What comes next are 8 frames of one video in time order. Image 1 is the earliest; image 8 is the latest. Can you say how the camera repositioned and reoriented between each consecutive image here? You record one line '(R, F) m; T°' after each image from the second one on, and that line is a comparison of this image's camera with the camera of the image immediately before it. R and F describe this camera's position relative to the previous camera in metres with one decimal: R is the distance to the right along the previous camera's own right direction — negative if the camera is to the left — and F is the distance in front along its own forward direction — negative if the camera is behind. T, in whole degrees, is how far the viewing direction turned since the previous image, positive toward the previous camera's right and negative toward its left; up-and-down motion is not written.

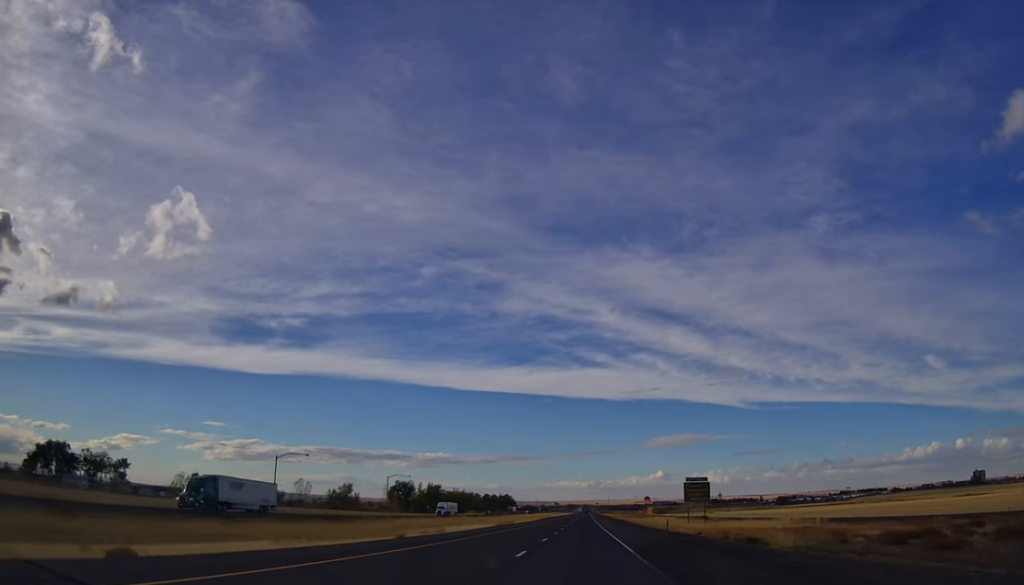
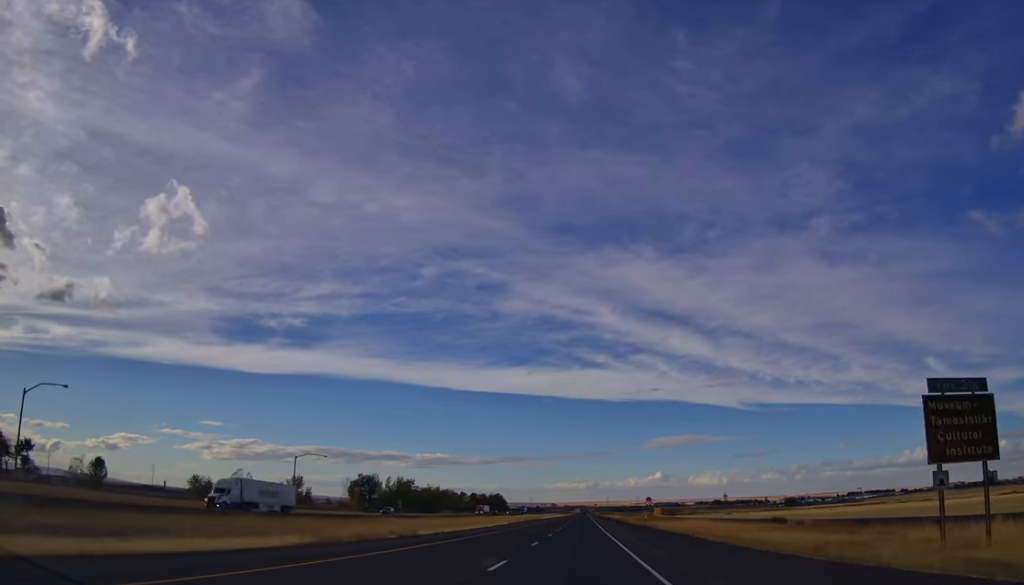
(0.0, +66.6) m; 0°
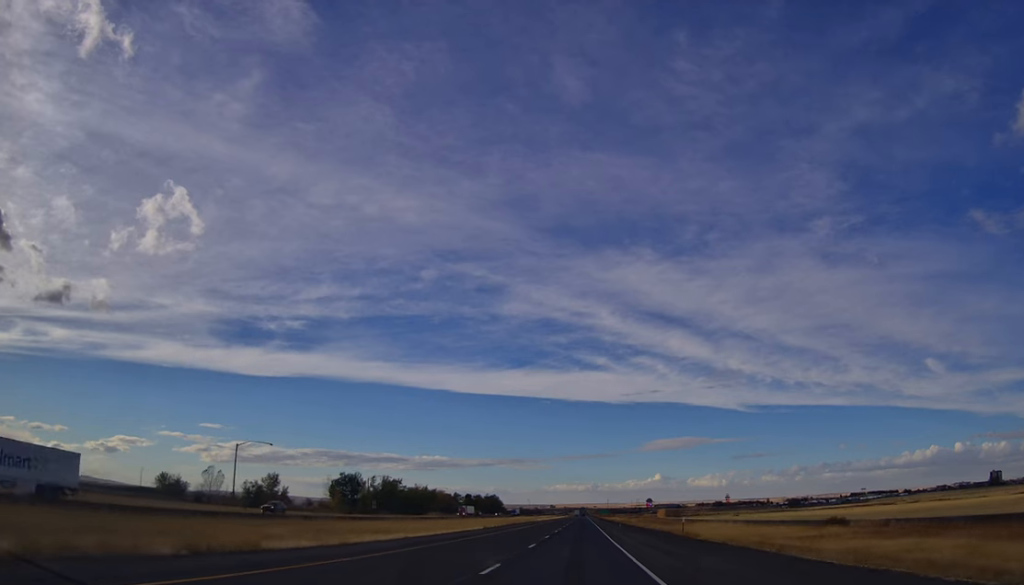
(-0.1, +25.0) m; +1°
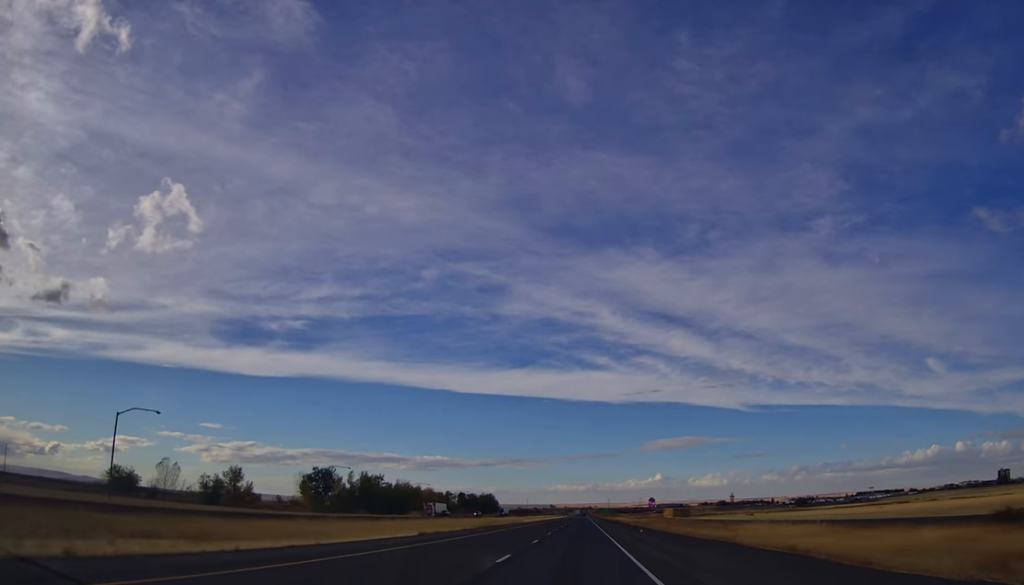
(+0.5, +33.8) m; +1°
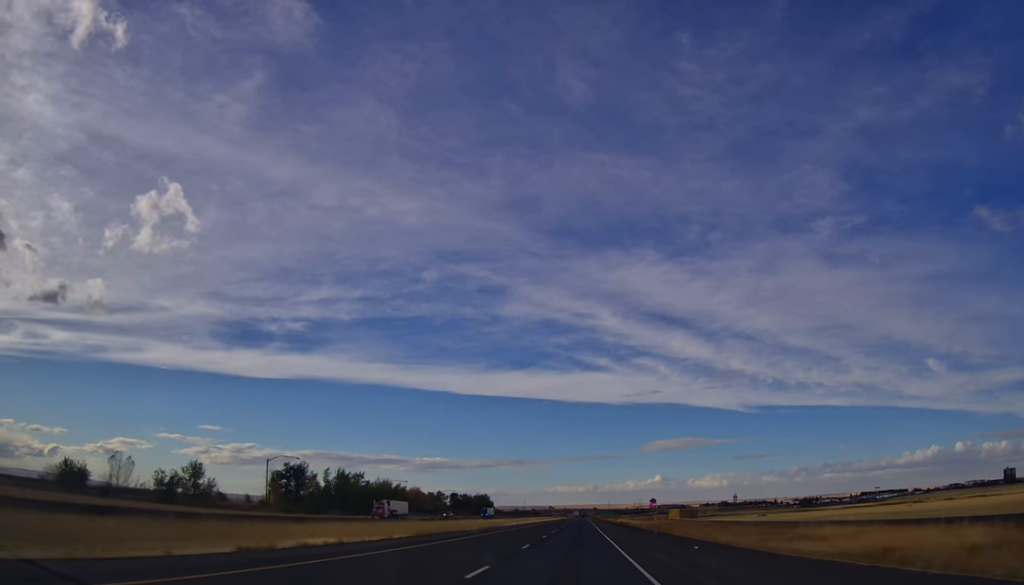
(-0.1, +28.4) m; -1°
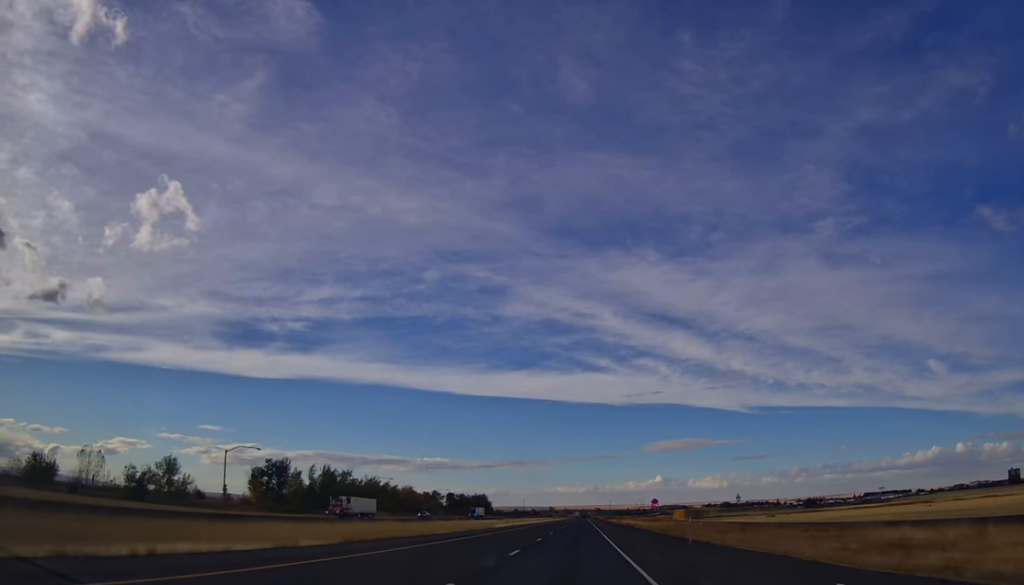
(-0.2, +16.4) m; -1°
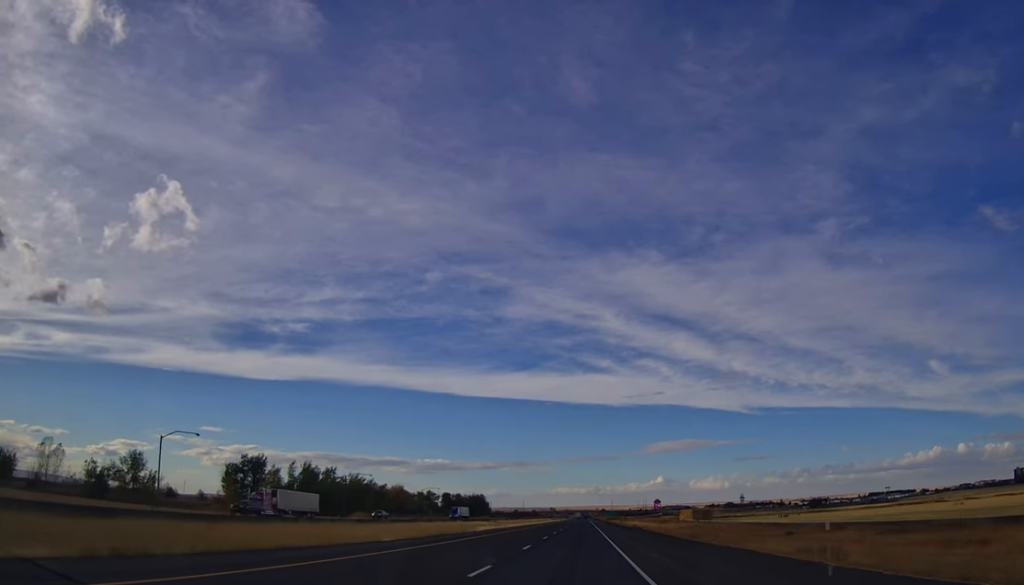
(0.0, +19.8) m; 0°
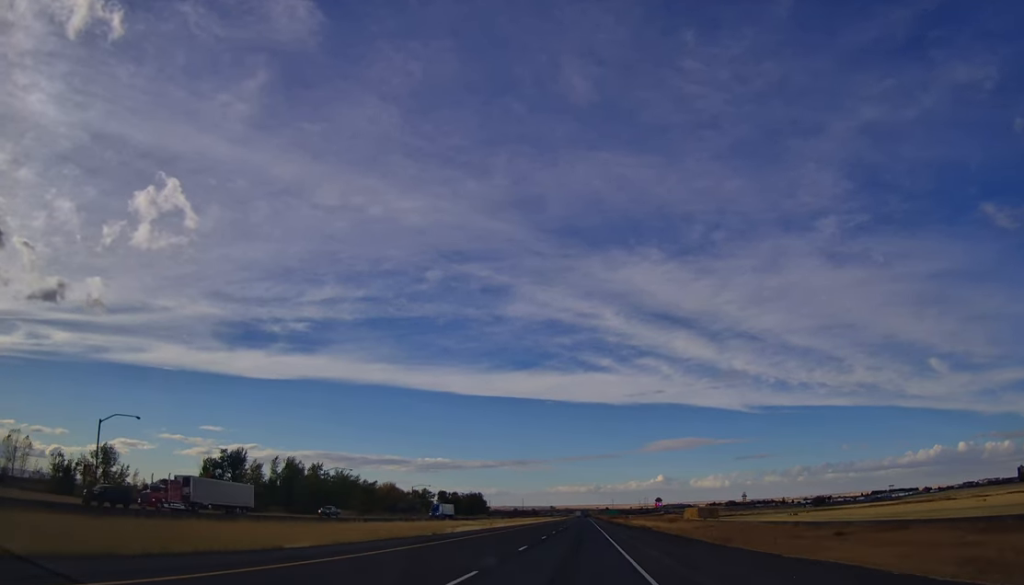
(0.0, +14.3) m; 0°
